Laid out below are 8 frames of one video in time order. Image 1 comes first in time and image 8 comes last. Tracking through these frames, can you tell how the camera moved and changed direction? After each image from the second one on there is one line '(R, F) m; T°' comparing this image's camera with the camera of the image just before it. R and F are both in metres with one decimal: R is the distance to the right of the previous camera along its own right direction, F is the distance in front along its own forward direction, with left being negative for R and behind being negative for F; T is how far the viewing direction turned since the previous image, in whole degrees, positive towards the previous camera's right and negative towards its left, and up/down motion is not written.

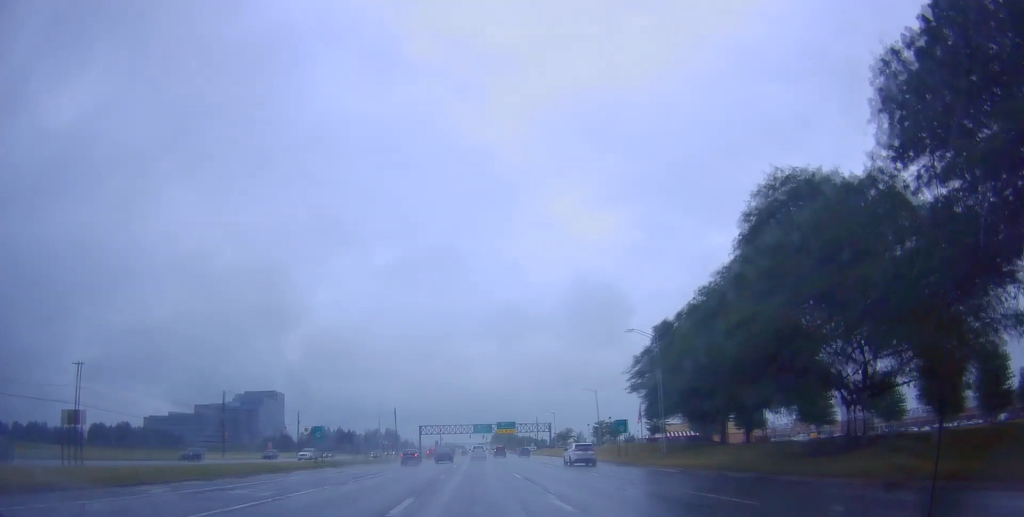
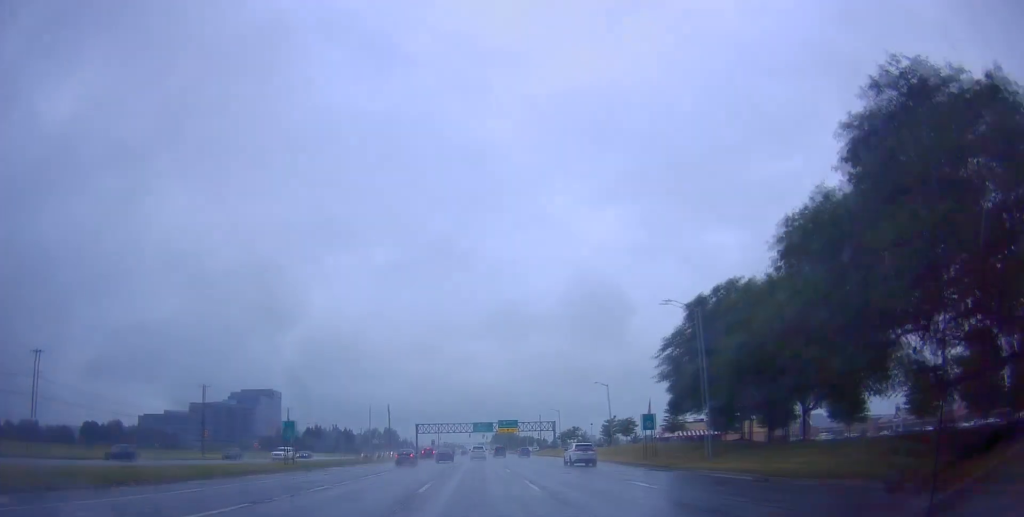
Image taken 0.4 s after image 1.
(+0.1, +8.6) m; +1°
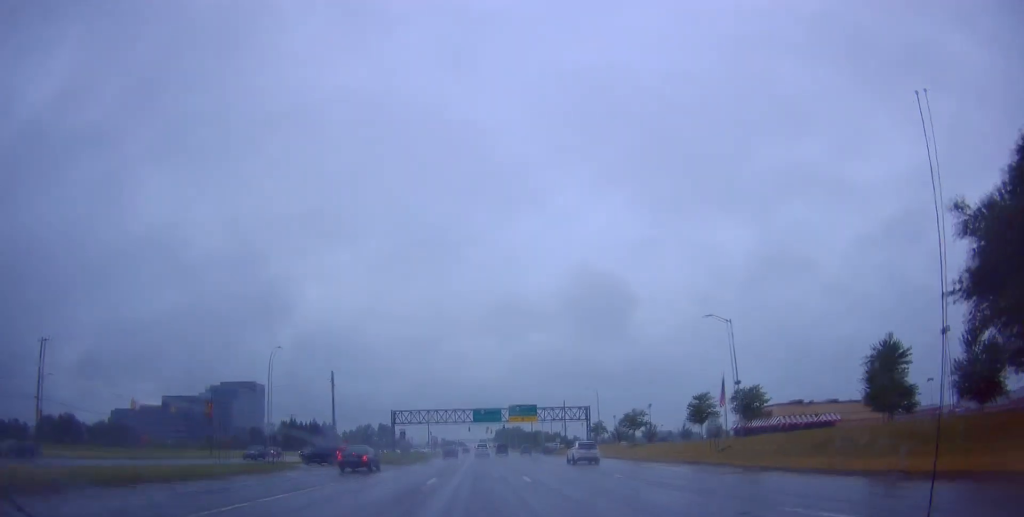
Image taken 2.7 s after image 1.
(-0.5, +45.0) m; -3°
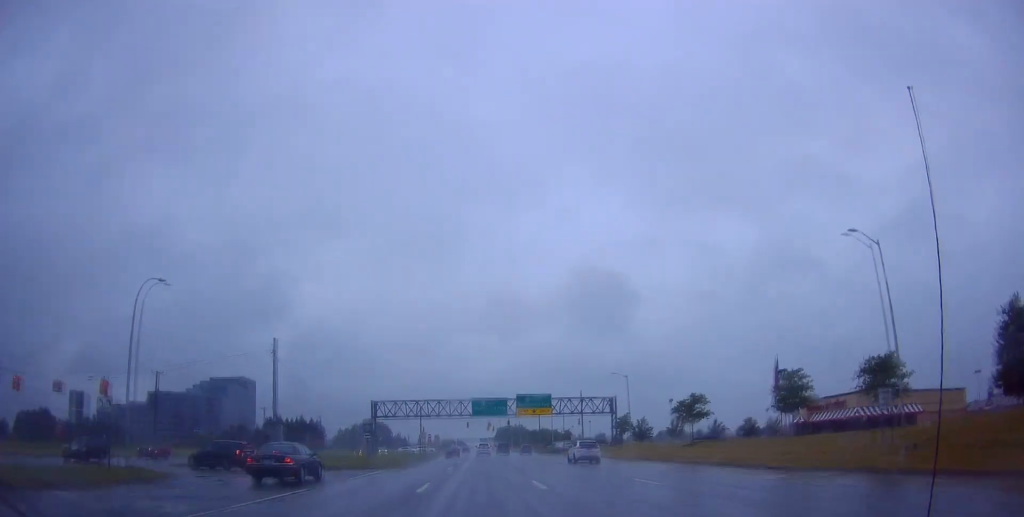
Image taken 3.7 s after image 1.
(-0.7, +20.0) m; -1°
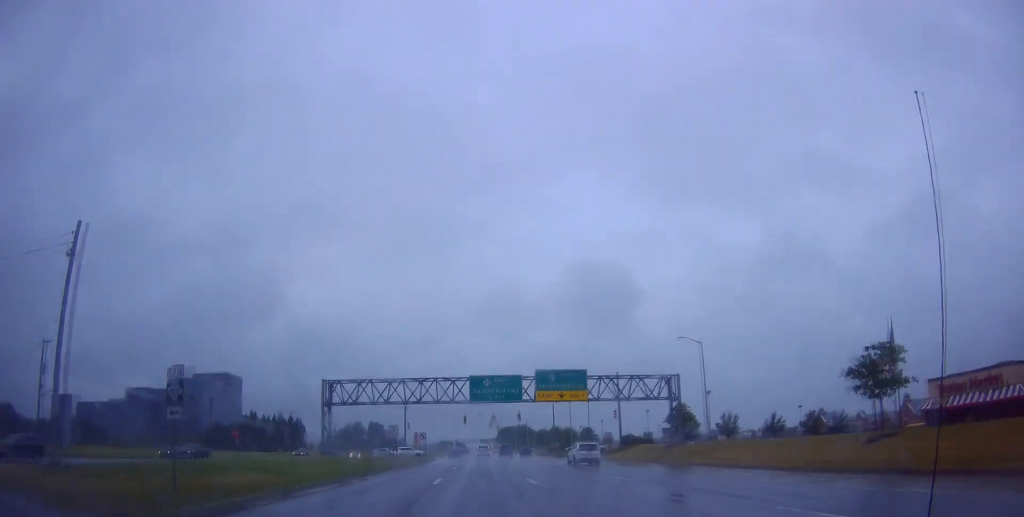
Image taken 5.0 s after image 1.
(+1.0, +27.2) m; +2°
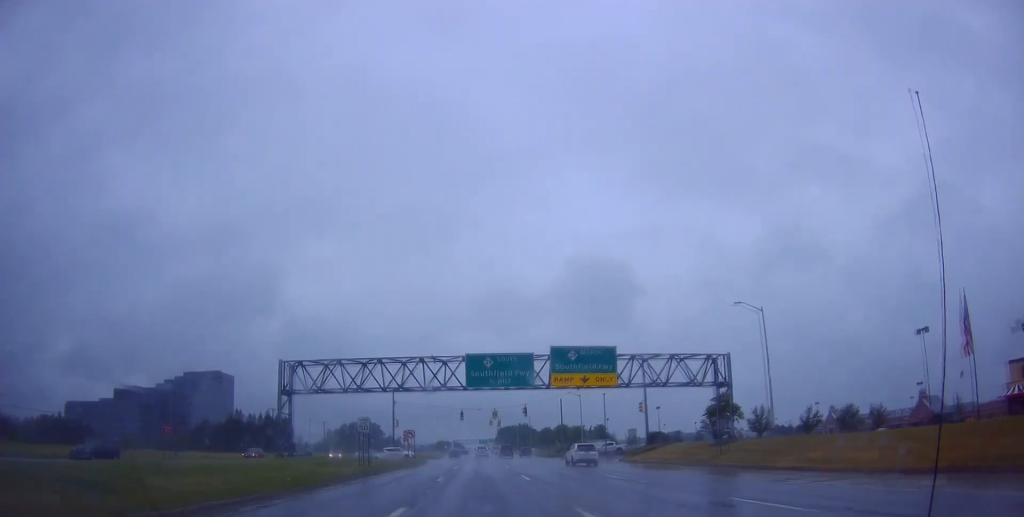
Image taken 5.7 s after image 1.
(+0.1, +12.7) m; 0°
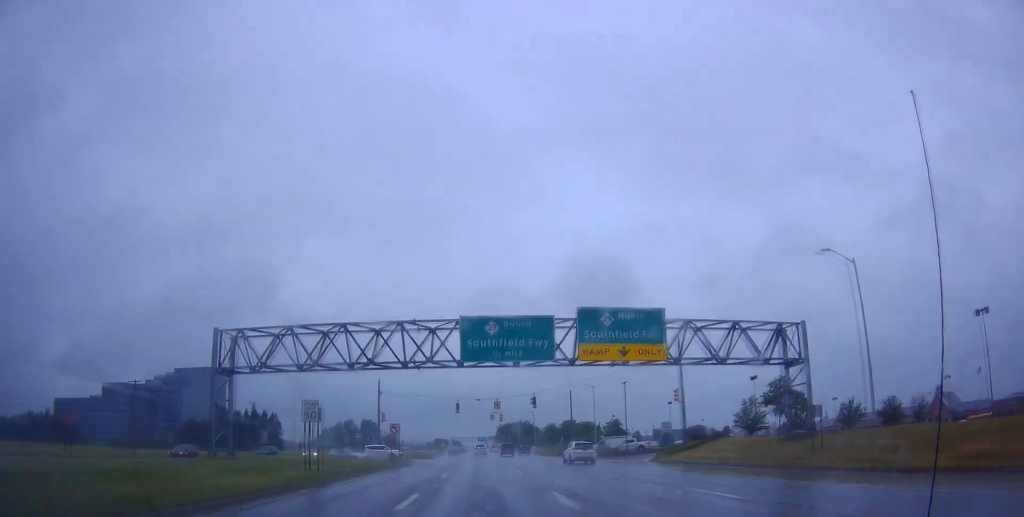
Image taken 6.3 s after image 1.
(-0.3, +12.1) m; 0°
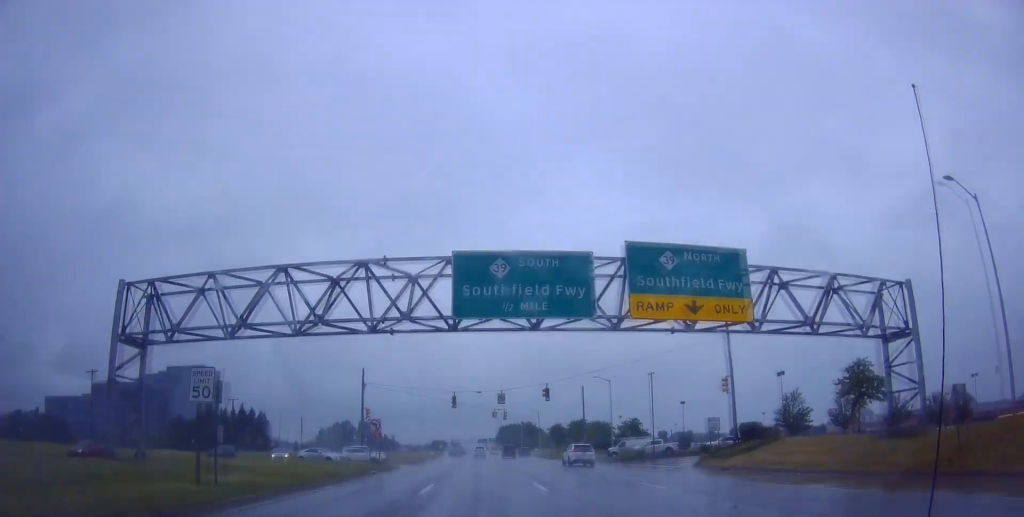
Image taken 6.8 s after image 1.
(+0.1, +10.8) m; 0°
